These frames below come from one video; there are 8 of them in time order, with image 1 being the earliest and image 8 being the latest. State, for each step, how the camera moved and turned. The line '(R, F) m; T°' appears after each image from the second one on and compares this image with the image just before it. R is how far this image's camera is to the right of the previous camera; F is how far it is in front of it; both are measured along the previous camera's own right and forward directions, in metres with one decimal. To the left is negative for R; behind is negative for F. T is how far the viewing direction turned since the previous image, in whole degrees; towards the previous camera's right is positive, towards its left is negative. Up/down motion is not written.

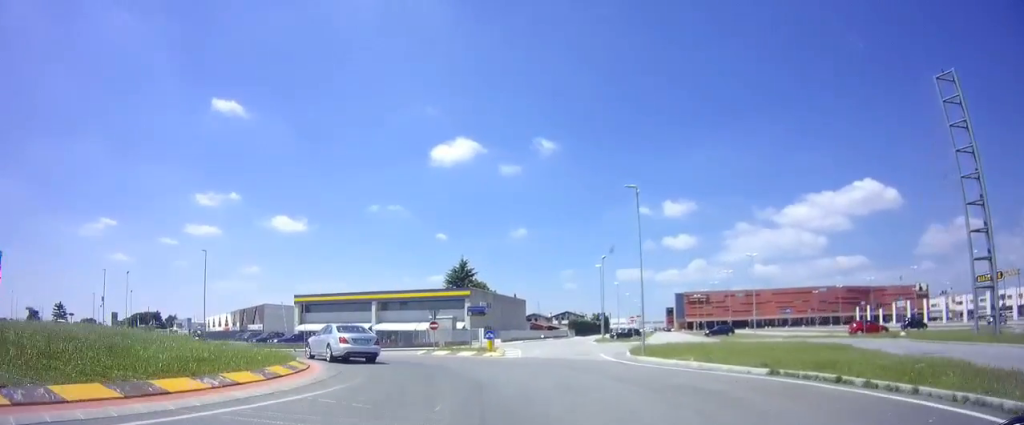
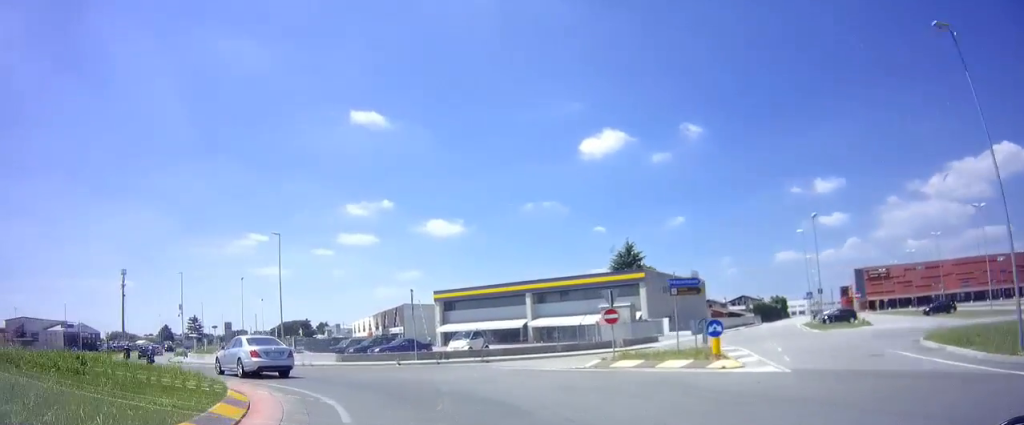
(-1.0, +13.3) m; -16°
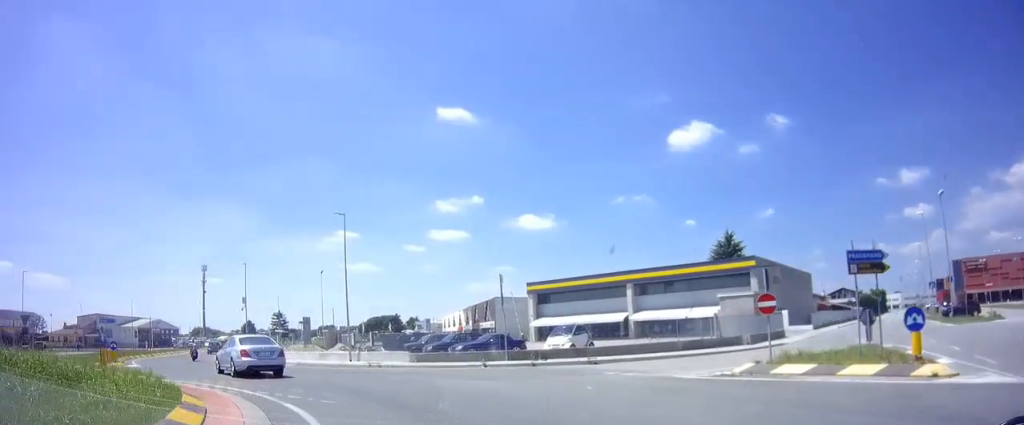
(-0.4, +5.0) m; -10°
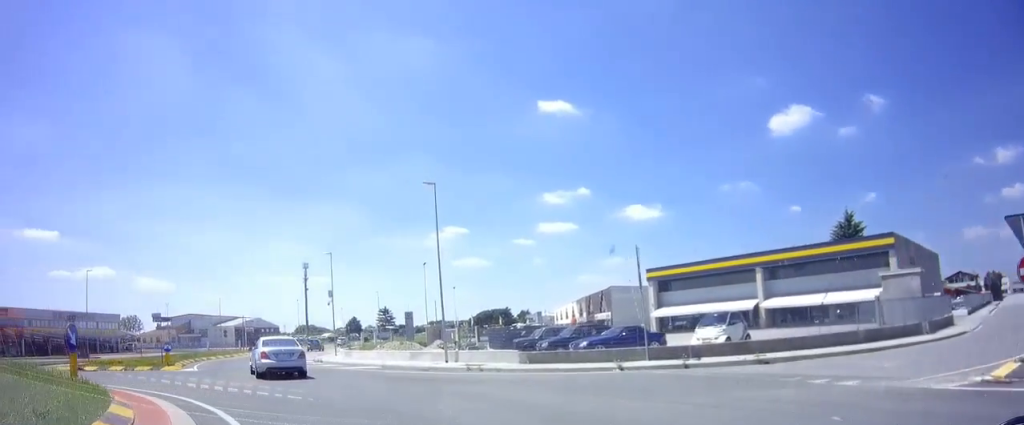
(-0.3, +5.4) m; -11°
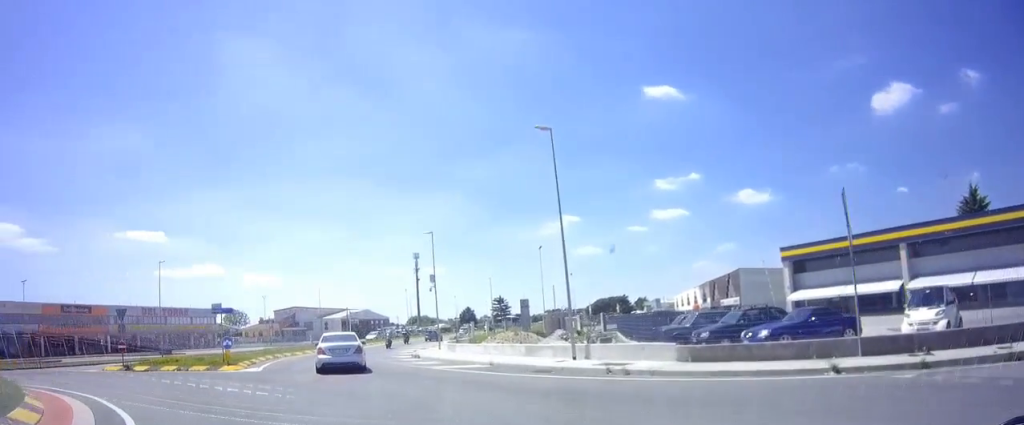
(-0.7, +5.5) m; -10°
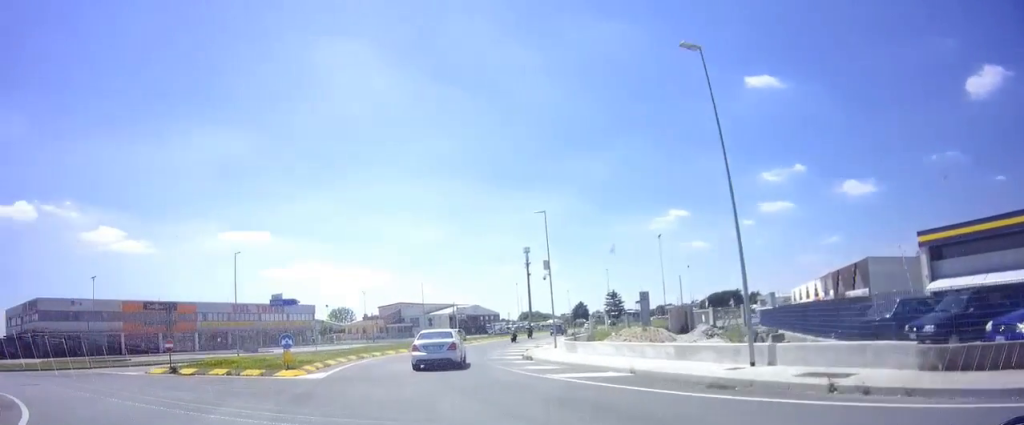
(-0.3, +5.3) m; -9°
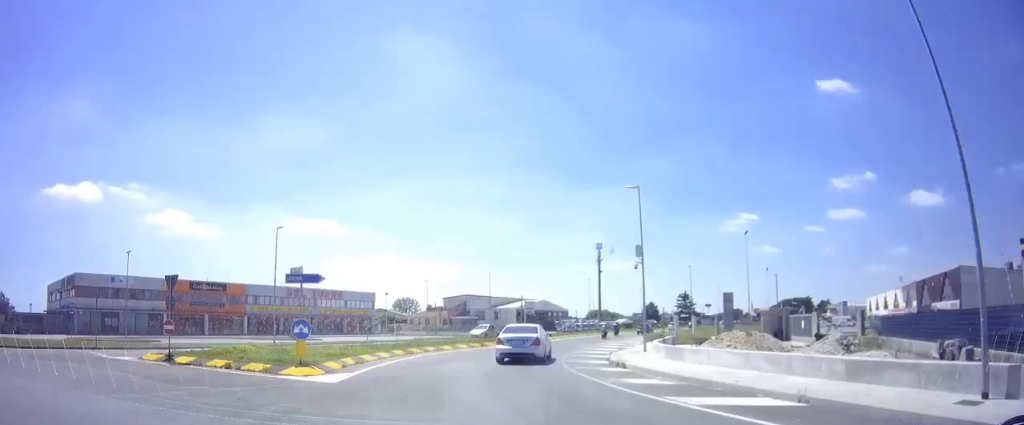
(-0.6, +5.6) m; -3°
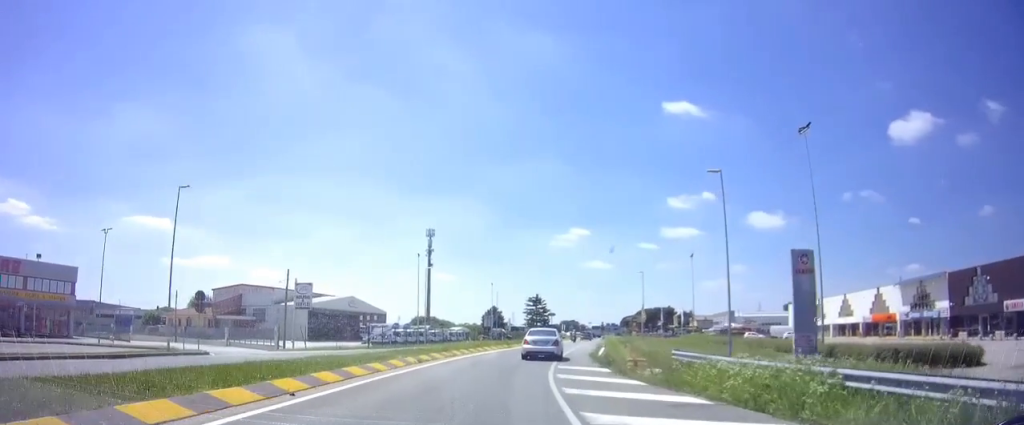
(+2.8, +41.6) m; +16°
